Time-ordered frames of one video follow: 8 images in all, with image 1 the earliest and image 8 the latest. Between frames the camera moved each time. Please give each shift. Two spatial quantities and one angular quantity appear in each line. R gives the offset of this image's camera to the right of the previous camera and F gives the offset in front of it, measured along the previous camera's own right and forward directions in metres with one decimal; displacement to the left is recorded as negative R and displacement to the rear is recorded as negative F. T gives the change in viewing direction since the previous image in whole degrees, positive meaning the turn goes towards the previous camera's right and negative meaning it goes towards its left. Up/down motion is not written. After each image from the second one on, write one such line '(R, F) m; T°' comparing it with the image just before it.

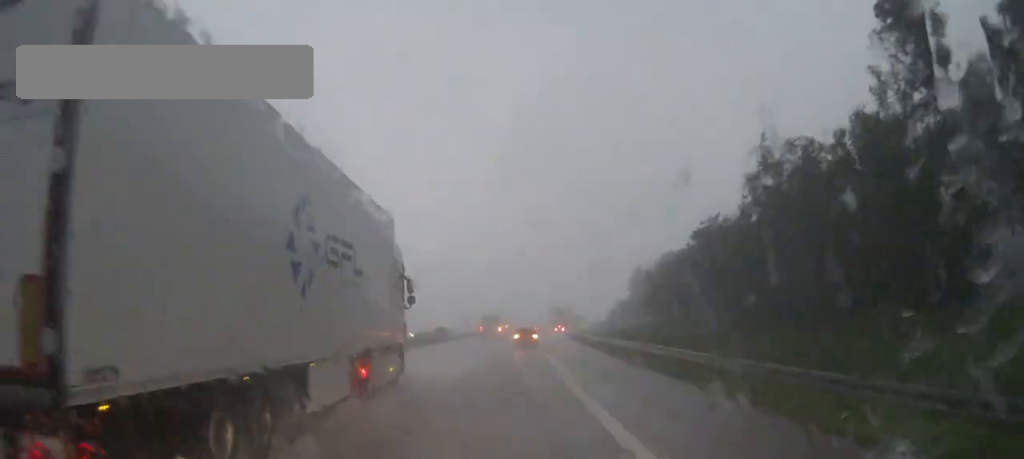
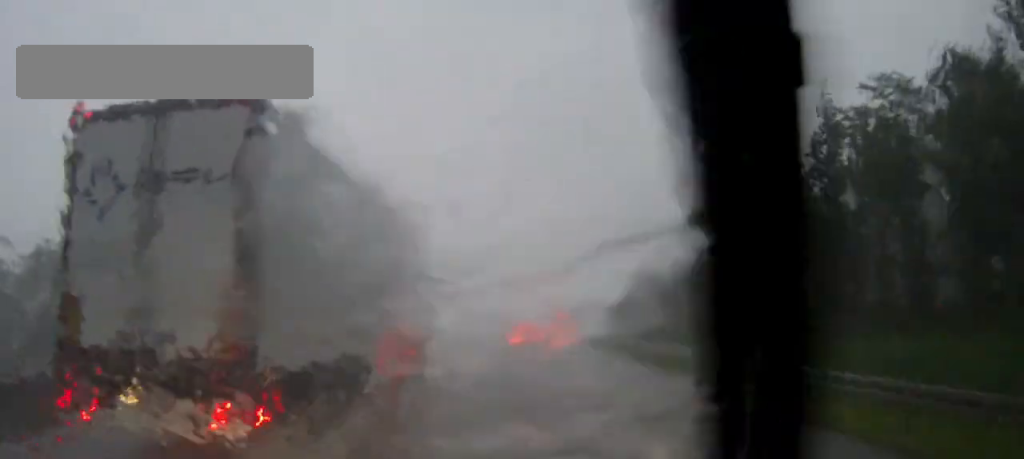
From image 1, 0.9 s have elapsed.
(0.0, +9.7) m; 0°
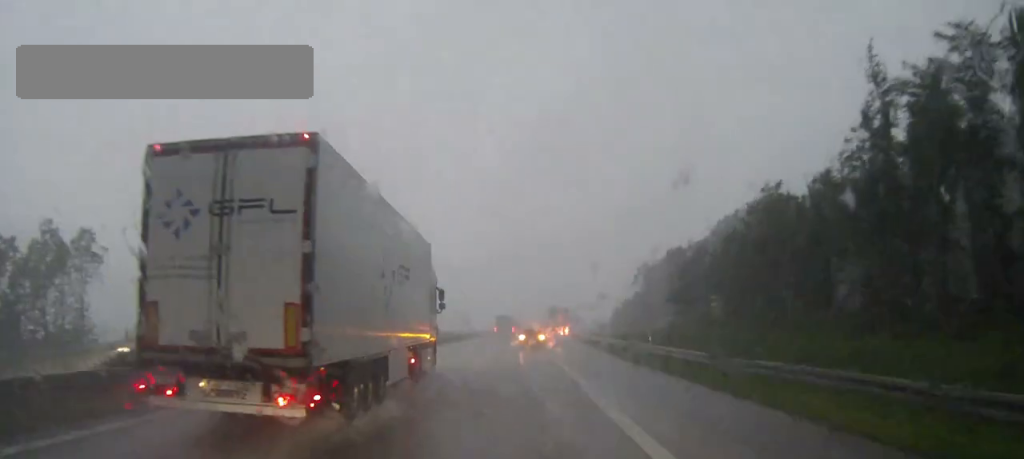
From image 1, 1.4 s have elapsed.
(0.0, +5.6) m; 0°
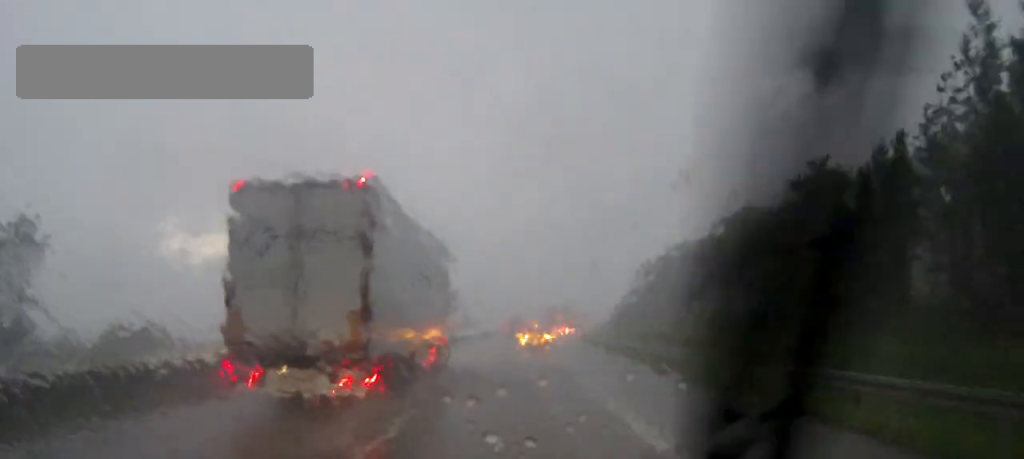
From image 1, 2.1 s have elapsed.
(0.0, +8.1) m; 0°
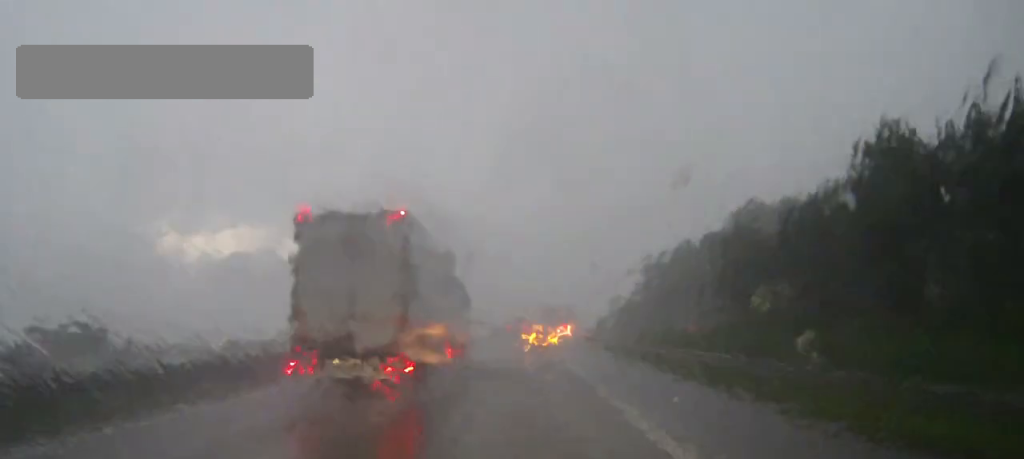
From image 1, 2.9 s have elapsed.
(0.0, +9.2) m; +1°
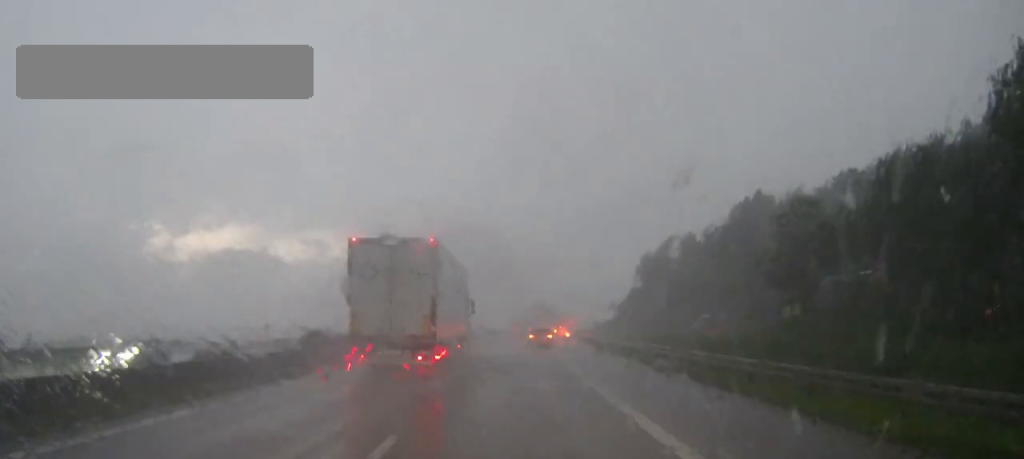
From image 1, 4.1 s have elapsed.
(+0.1, +12.4) m; +1°
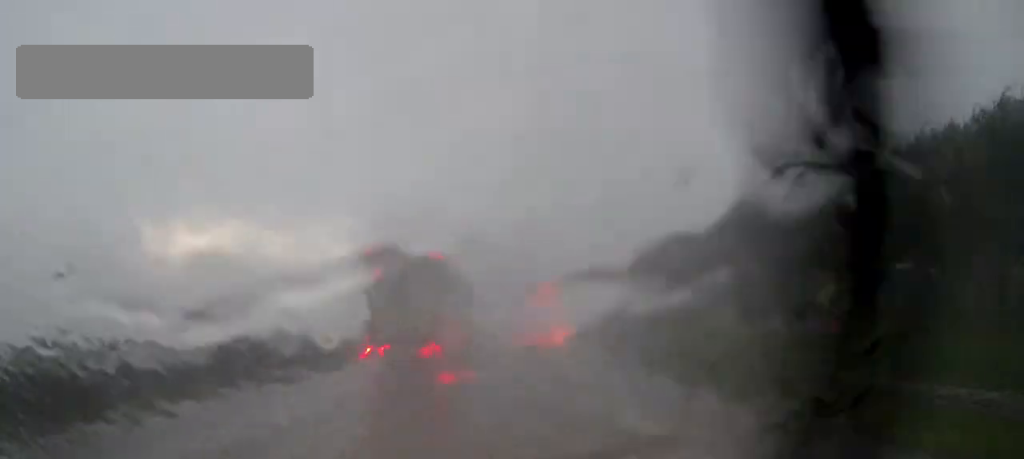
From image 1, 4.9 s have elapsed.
(+0.1, +9.1) m; +1°
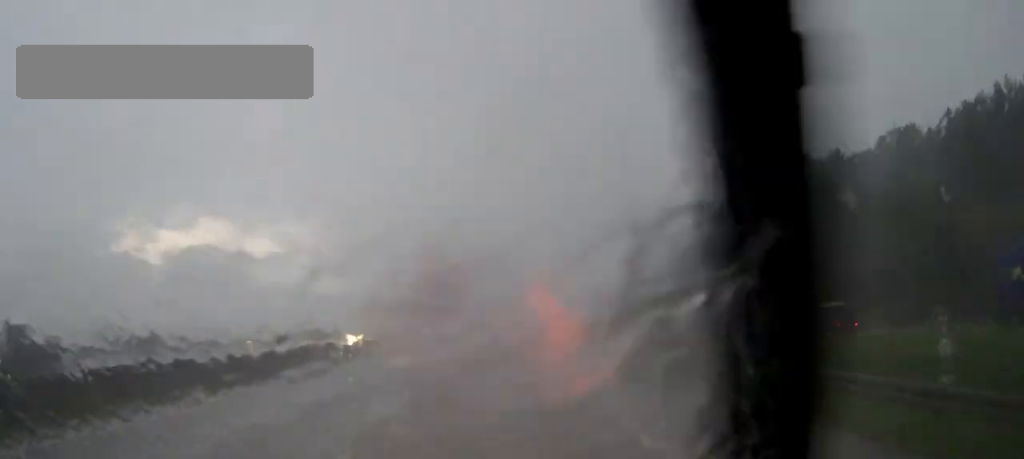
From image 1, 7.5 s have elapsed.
(+0.5, +28.8) m; +1°
